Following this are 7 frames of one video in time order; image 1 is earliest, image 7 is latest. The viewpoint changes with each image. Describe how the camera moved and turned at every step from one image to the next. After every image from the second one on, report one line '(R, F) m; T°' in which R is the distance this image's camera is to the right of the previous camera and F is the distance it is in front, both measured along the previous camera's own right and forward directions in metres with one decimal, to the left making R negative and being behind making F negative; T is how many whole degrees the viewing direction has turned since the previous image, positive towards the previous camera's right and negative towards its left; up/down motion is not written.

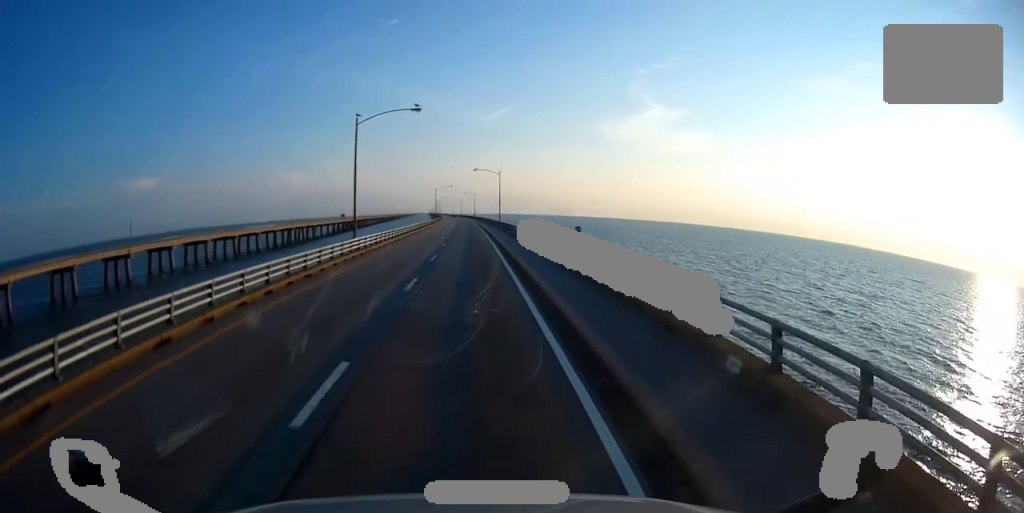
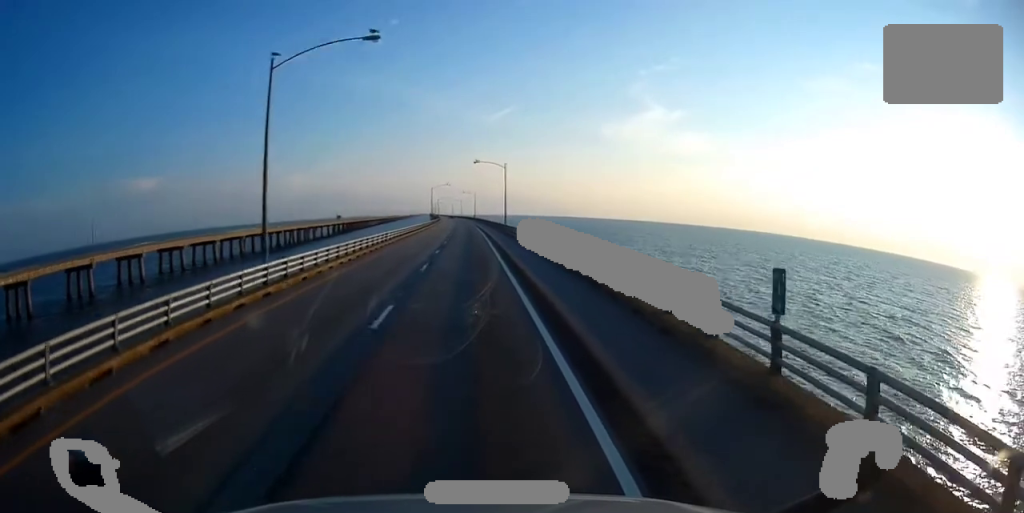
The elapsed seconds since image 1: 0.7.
(+0.6, +17.8) m; 0°
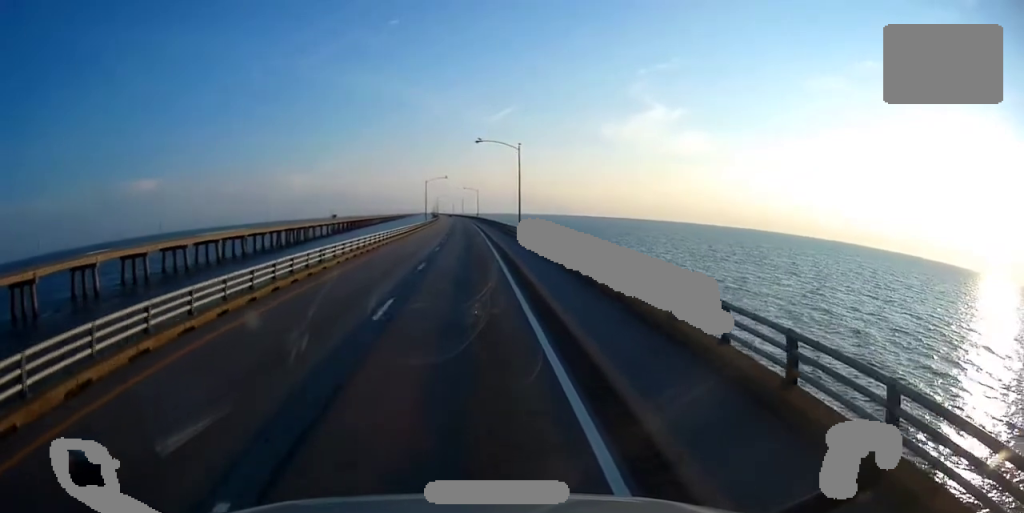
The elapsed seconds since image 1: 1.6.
(0.0, +23.1) m; 0°
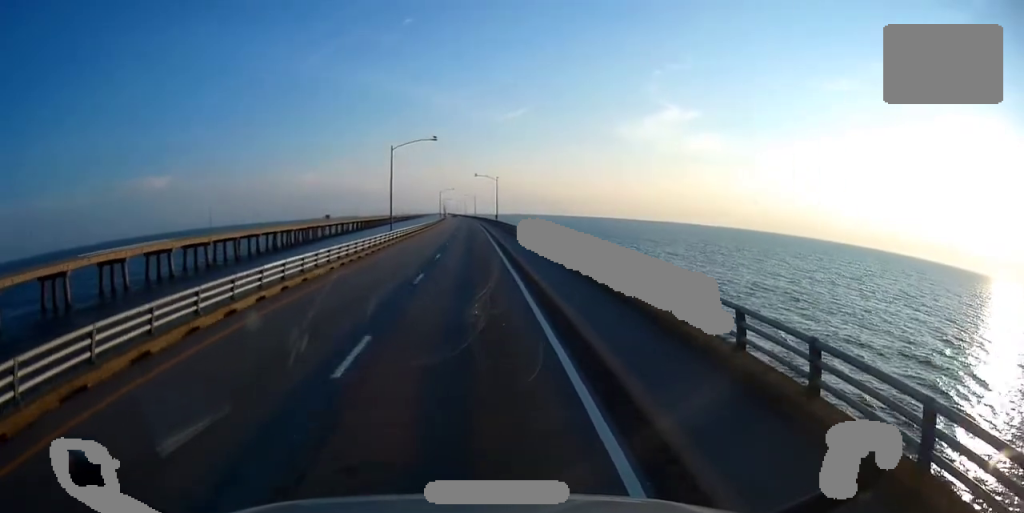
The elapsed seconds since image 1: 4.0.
(-1.0, +65.0) m; -1°
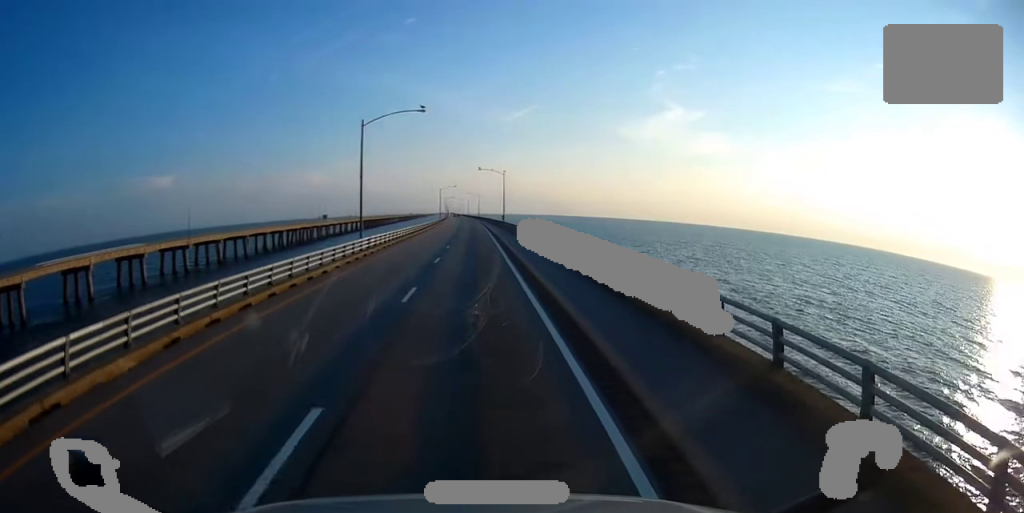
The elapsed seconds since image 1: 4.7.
(-0.1, +16.7) m; 0°
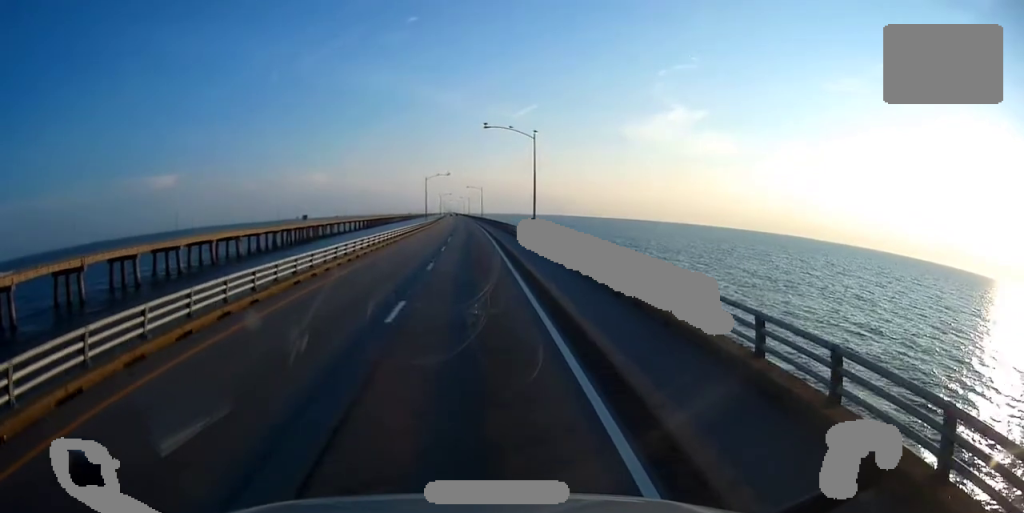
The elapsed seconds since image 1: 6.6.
(+0.3, +51.2) m; 0°
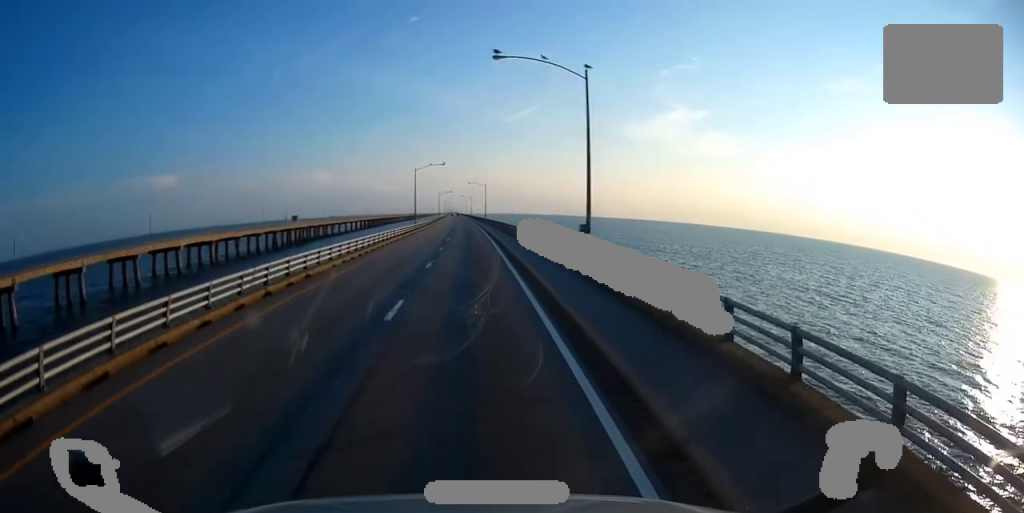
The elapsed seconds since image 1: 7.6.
(-0.1, +23.9) m; -1°
